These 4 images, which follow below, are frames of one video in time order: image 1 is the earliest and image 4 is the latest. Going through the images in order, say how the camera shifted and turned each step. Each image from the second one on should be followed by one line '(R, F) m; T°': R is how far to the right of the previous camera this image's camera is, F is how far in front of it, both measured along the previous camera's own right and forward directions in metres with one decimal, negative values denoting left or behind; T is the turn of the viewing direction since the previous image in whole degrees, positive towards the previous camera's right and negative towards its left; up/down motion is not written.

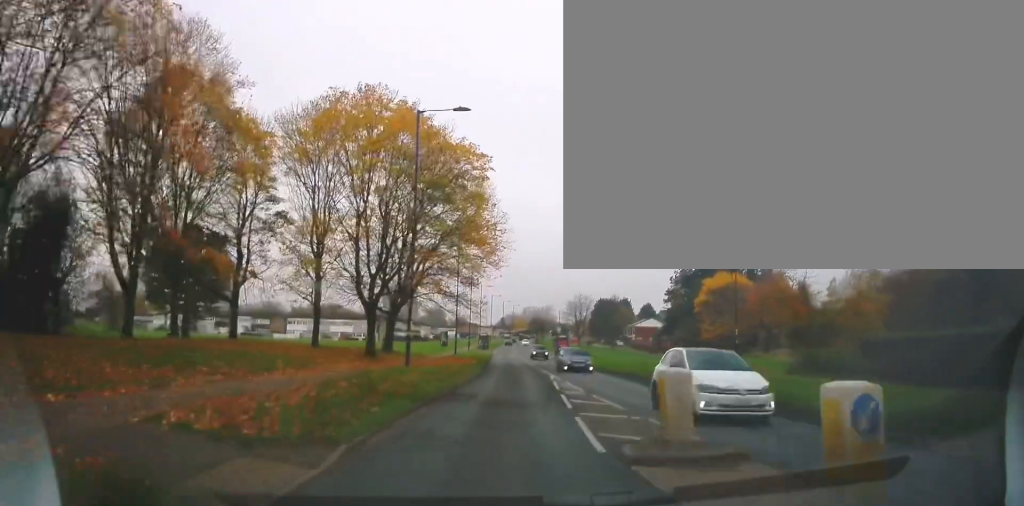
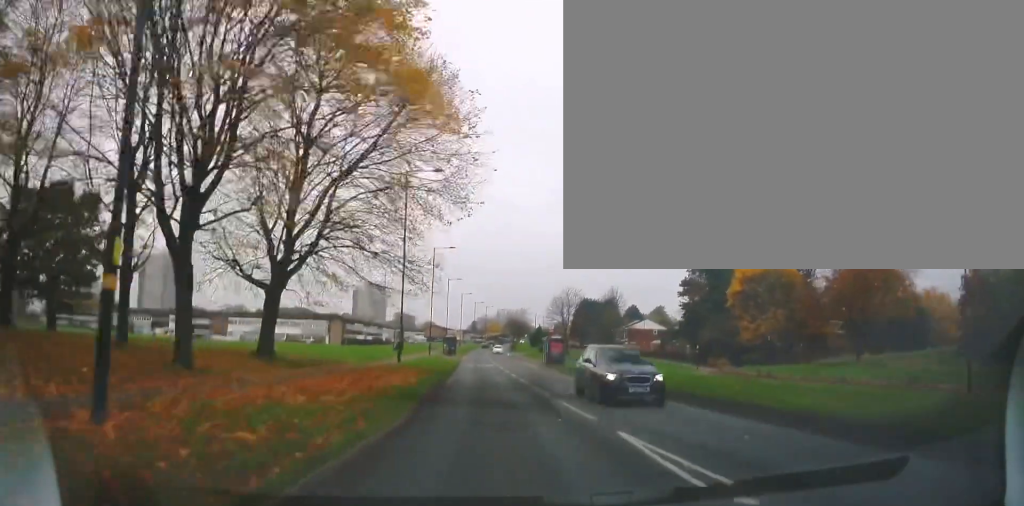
(+0.7, +20.5) m; +4°
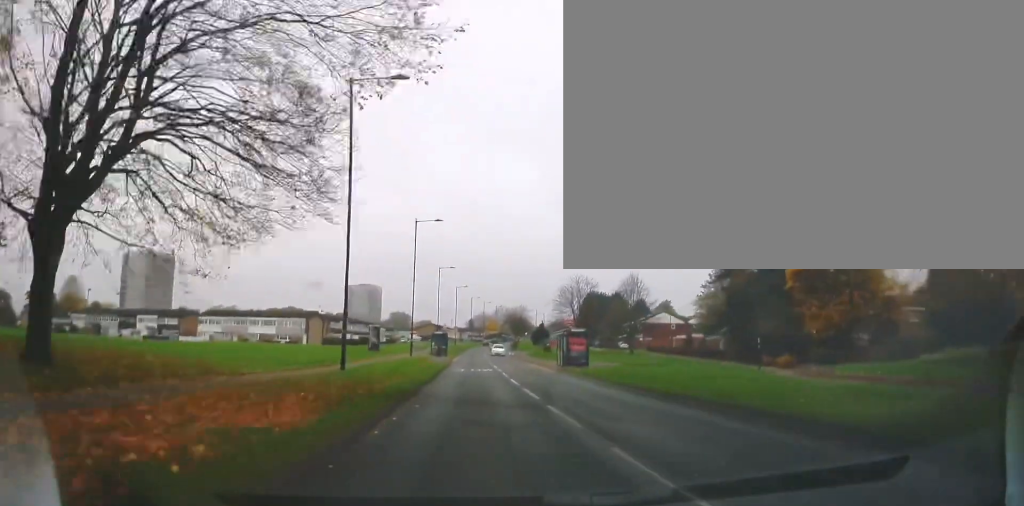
(+0.3, +13.6) m; +1°
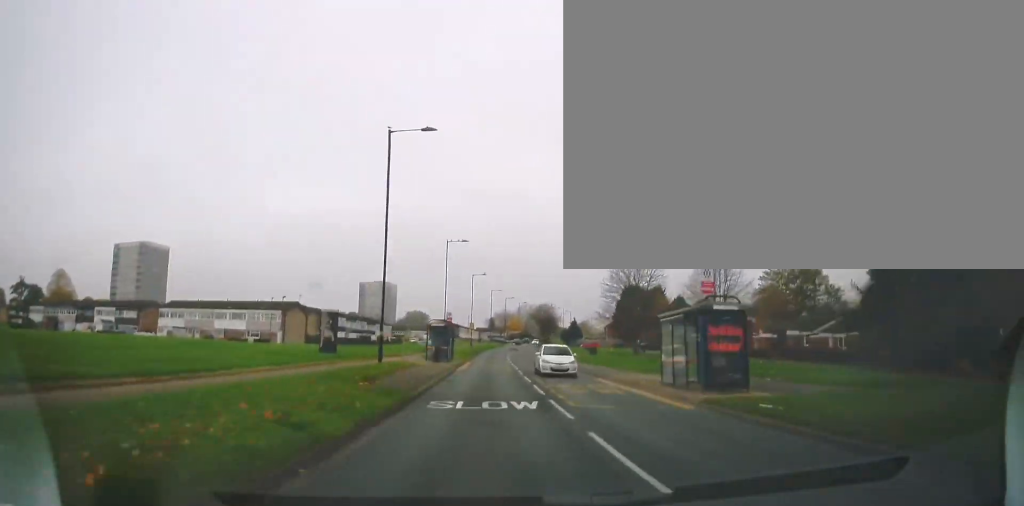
(-0.7, +21.6) m; -5°
